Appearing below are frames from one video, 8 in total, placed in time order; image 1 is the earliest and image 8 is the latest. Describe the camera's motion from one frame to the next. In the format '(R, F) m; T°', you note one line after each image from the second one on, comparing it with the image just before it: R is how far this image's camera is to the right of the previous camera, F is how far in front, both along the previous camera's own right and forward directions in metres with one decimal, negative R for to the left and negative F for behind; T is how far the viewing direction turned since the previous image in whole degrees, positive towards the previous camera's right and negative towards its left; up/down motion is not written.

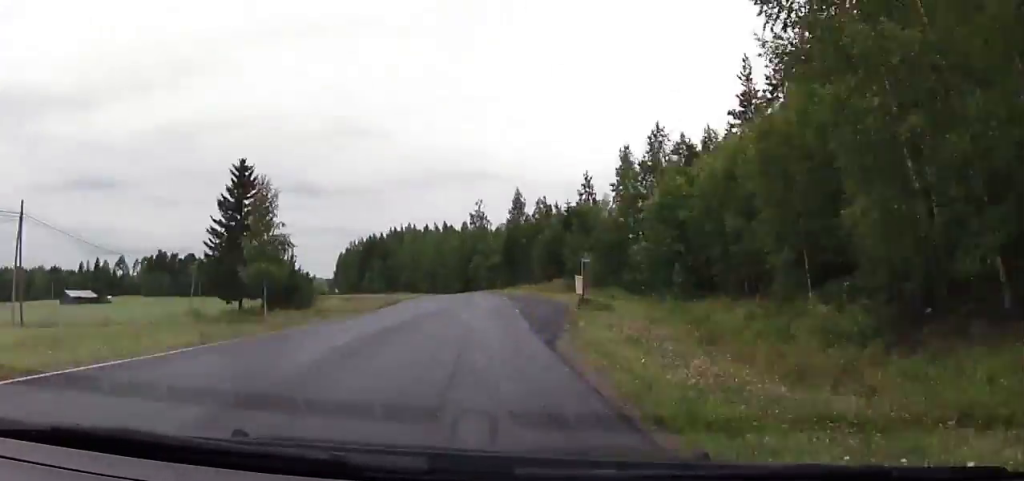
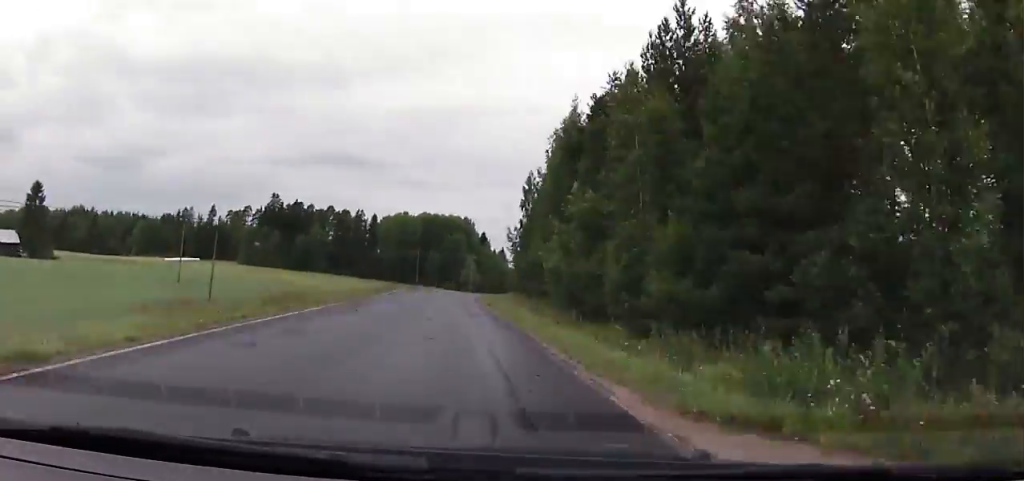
(-3.5, +155.7) m; -2°
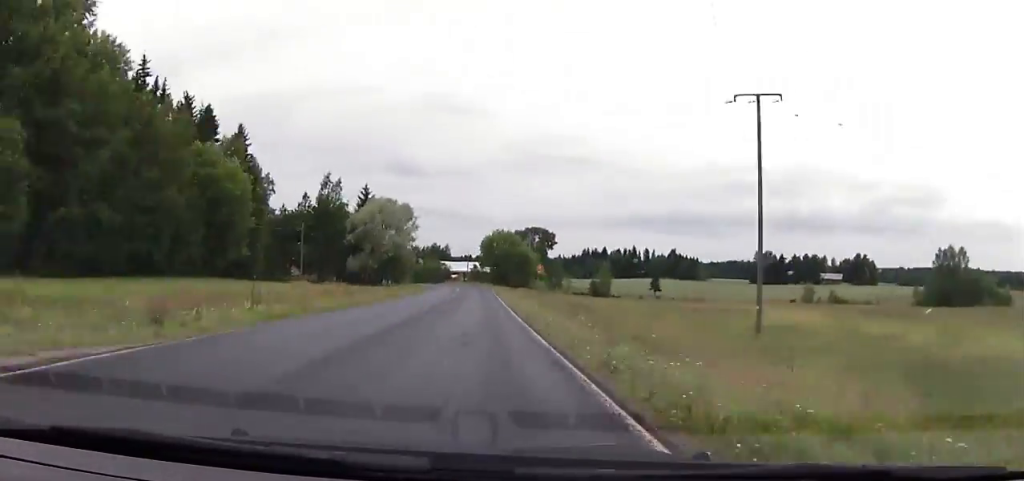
(-1.7, +179.0) m; -4°
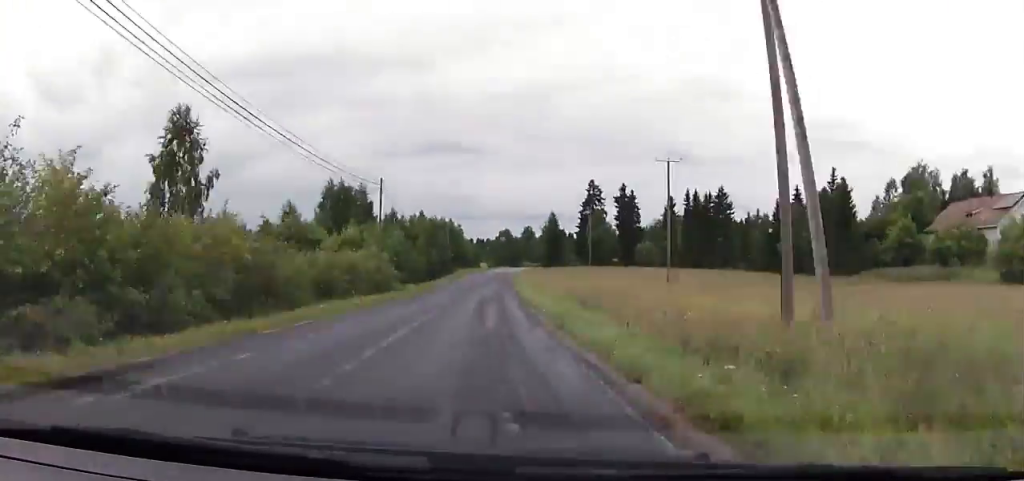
(-40.7, +287.8) m; -9°
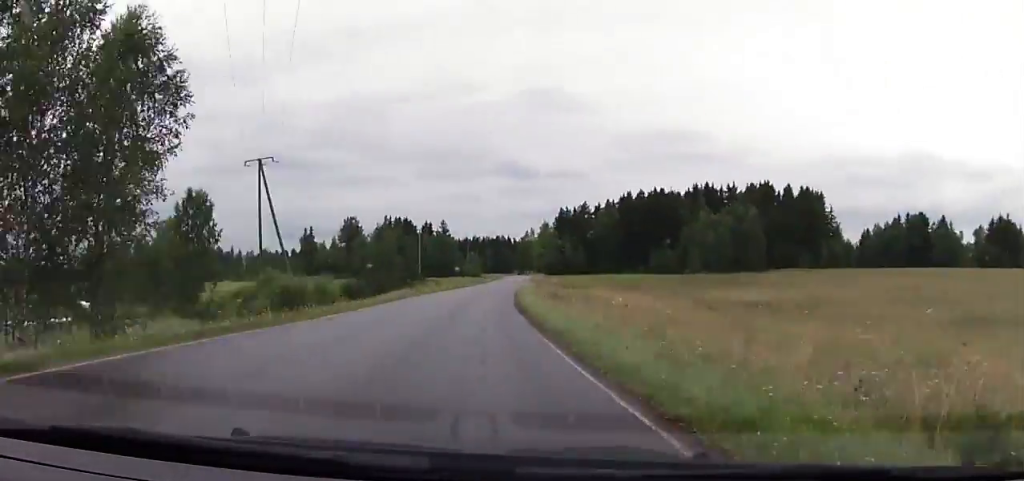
(+14.2, +210.6) m; +9°
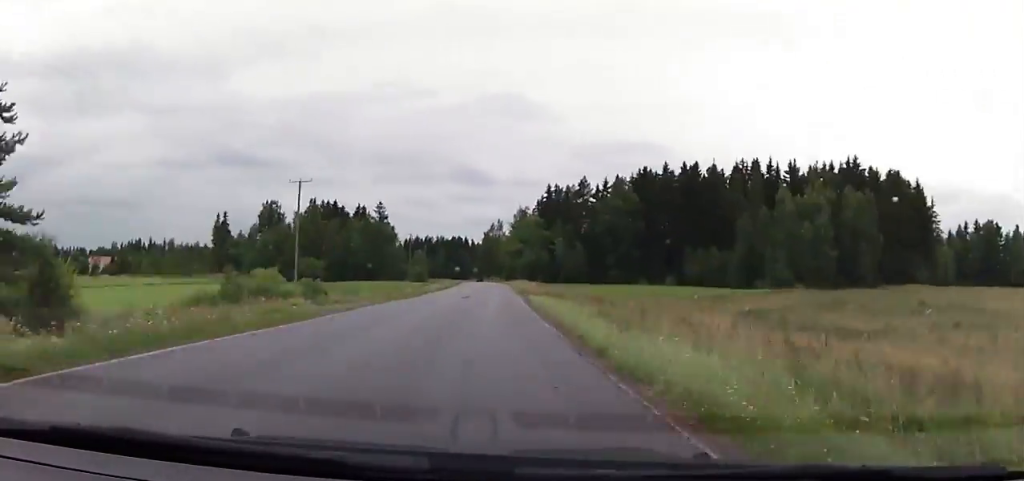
(+3.6, +57.2) m; 0°
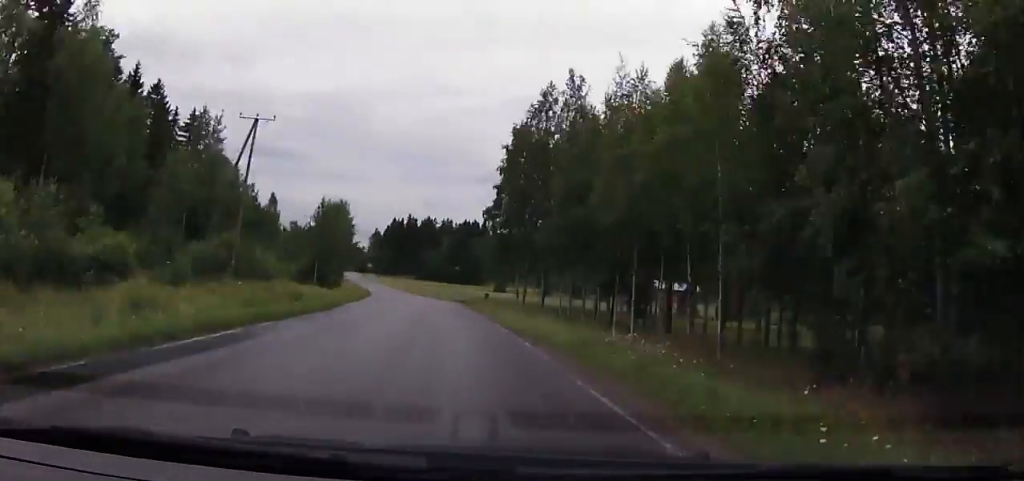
(-1.1, +130.4) m; -4°
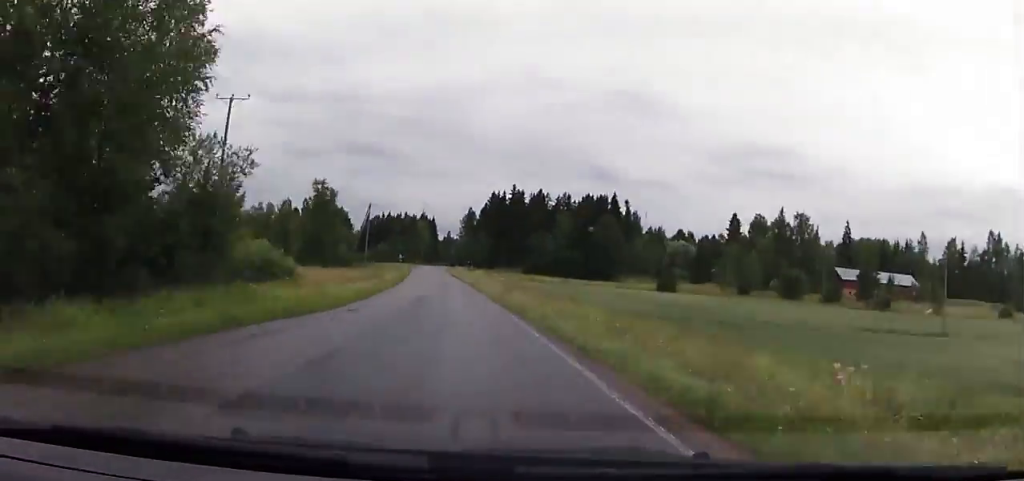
(-1.6, +61.9) m; -4°
